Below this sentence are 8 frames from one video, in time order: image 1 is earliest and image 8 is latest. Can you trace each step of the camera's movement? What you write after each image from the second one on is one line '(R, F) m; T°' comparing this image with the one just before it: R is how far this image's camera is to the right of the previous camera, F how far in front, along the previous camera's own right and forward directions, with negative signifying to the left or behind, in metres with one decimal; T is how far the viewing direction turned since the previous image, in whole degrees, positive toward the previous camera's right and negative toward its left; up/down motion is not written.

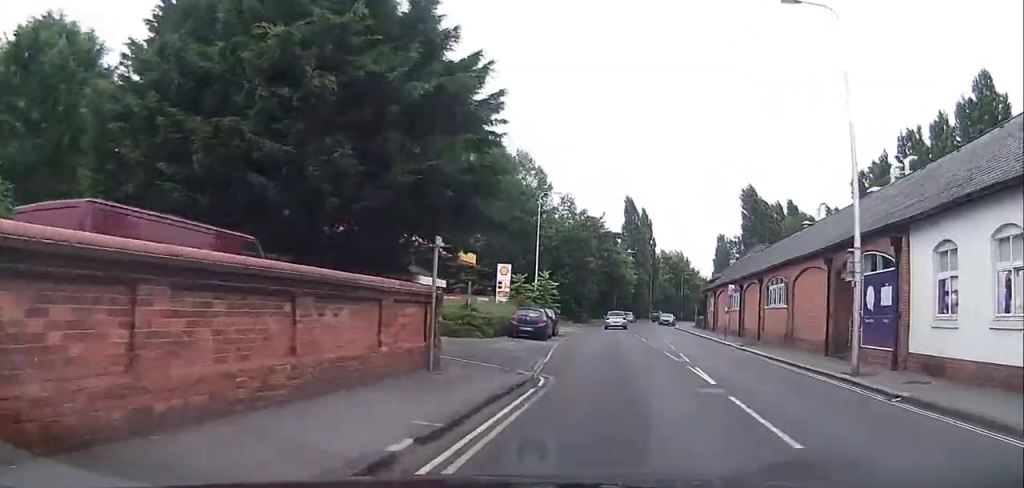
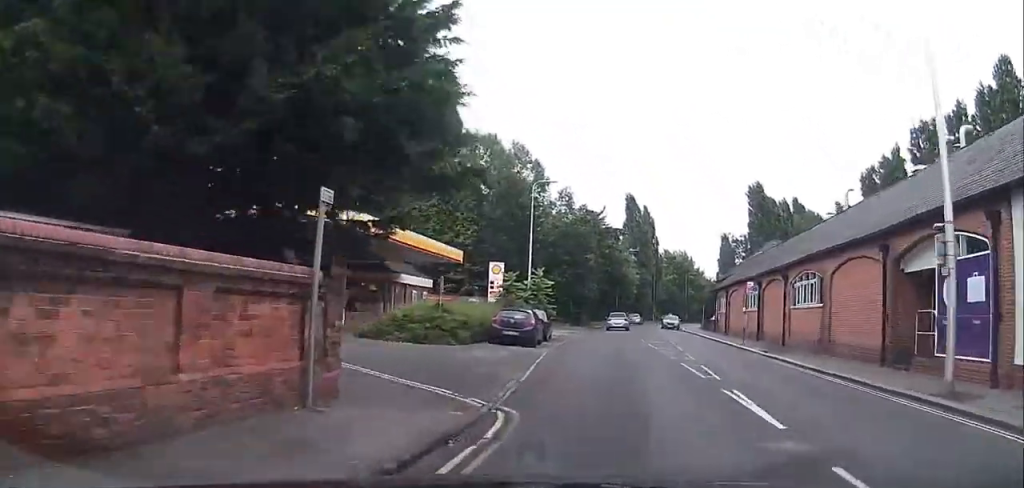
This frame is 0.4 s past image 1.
(-0.1, +5.3) m; 0°
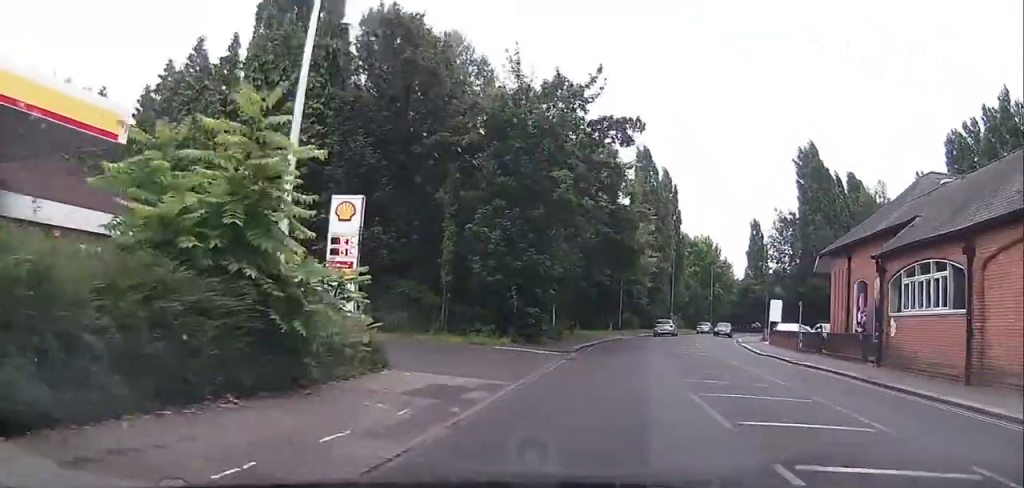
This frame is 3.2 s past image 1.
(+0.4, +36.4) m; 0°
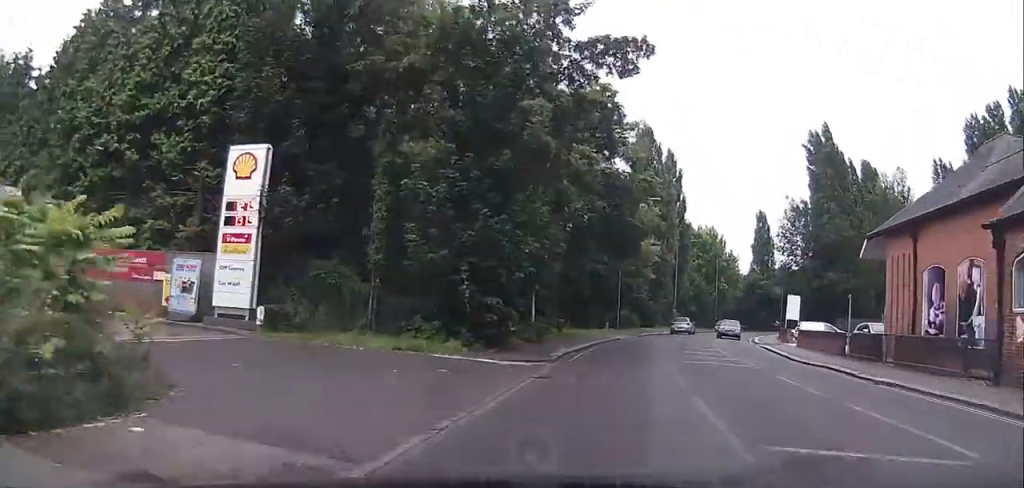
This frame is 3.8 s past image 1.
(-0.2, +7.8) m; -1°
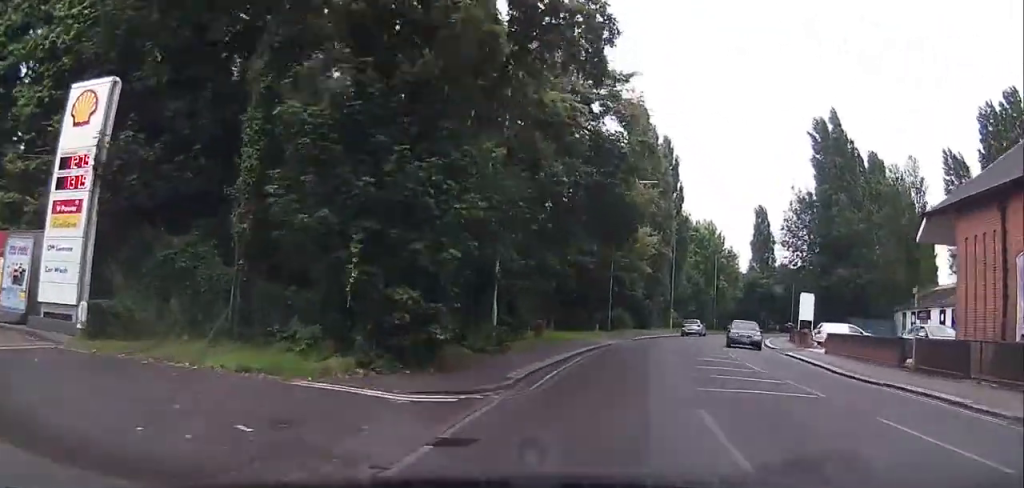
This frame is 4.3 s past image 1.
(-0.1, +7.0) m; 0°
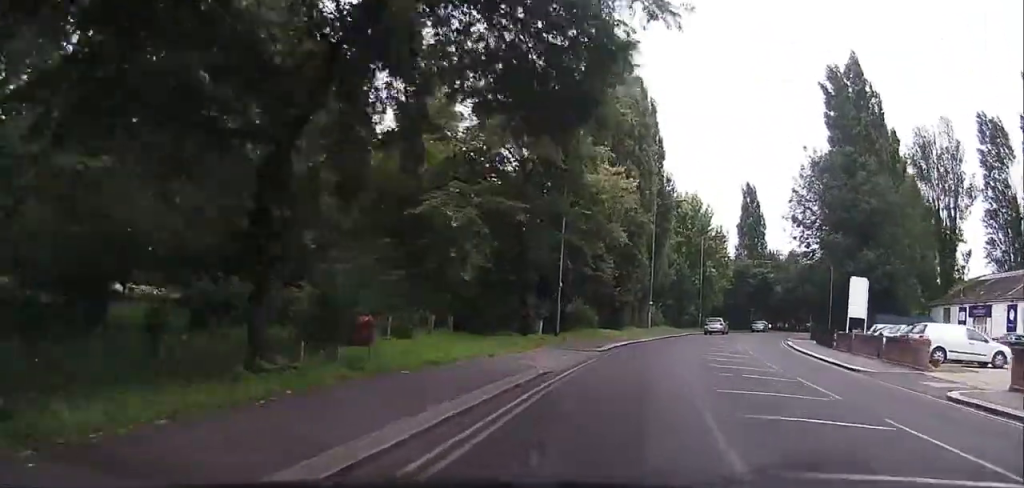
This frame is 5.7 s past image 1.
(0.0, +18.8) m; -1°
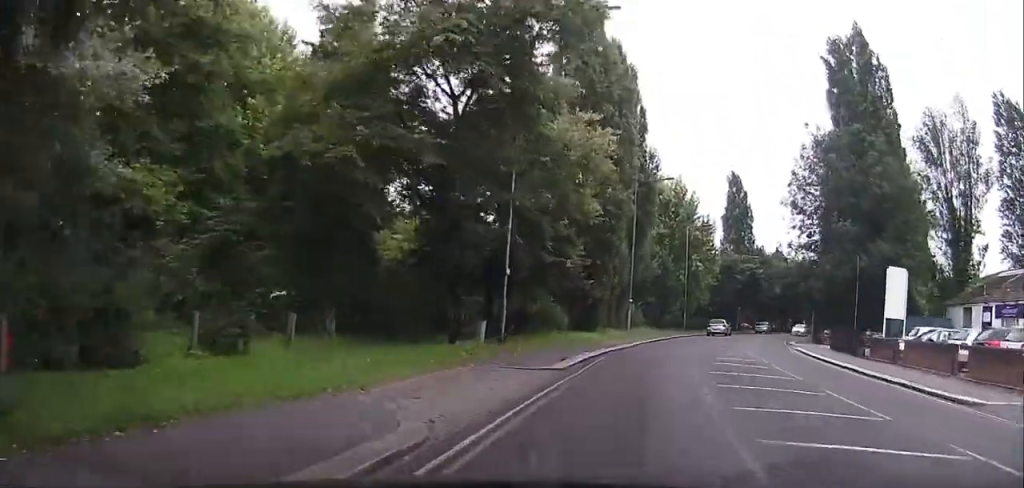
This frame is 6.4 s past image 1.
(-0.1, +8.2) m; -2°
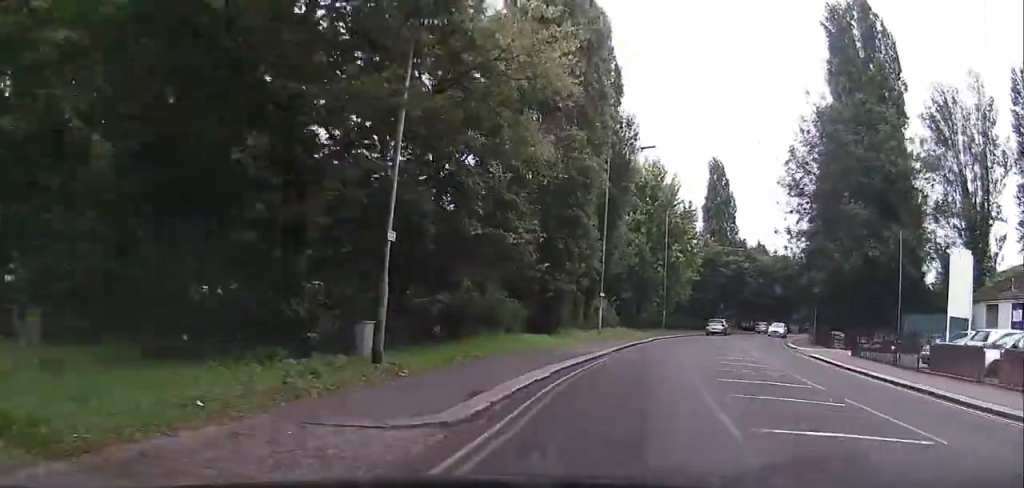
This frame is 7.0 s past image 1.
(0.0, +8.1) m; -3°
